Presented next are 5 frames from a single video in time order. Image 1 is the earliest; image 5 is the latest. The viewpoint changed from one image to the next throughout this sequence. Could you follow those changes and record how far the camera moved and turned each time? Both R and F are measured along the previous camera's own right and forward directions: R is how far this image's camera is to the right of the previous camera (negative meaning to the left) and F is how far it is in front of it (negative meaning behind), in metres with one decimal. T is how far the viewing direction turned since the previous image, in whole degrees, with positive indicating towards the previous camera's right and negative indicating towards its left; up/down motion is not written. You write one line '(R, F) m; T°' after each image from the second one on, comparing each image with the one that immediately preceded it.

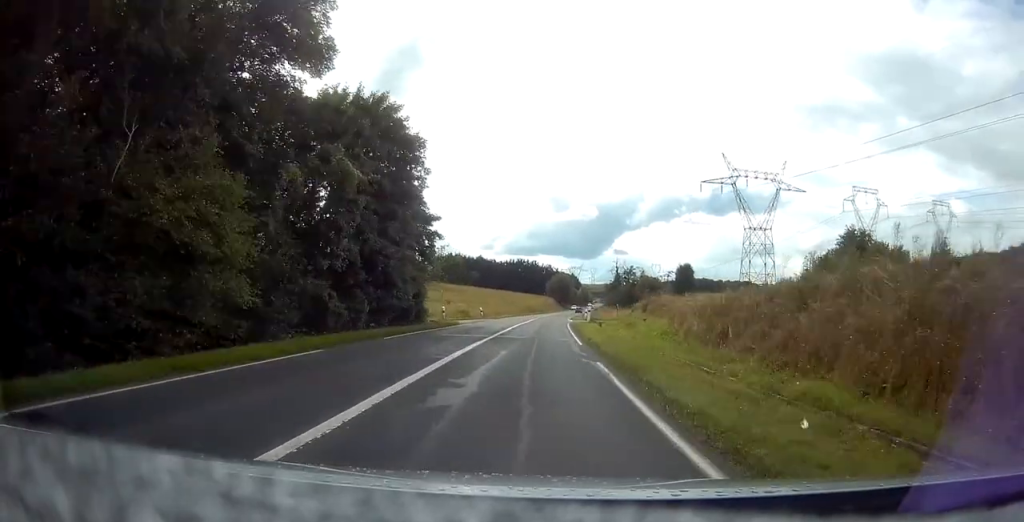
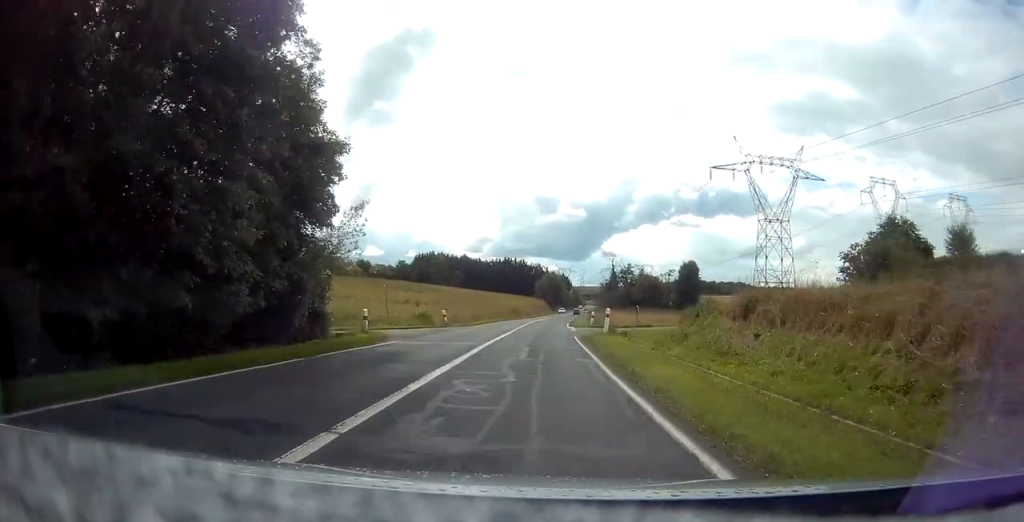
(+0.2, +18.3) m; +1°
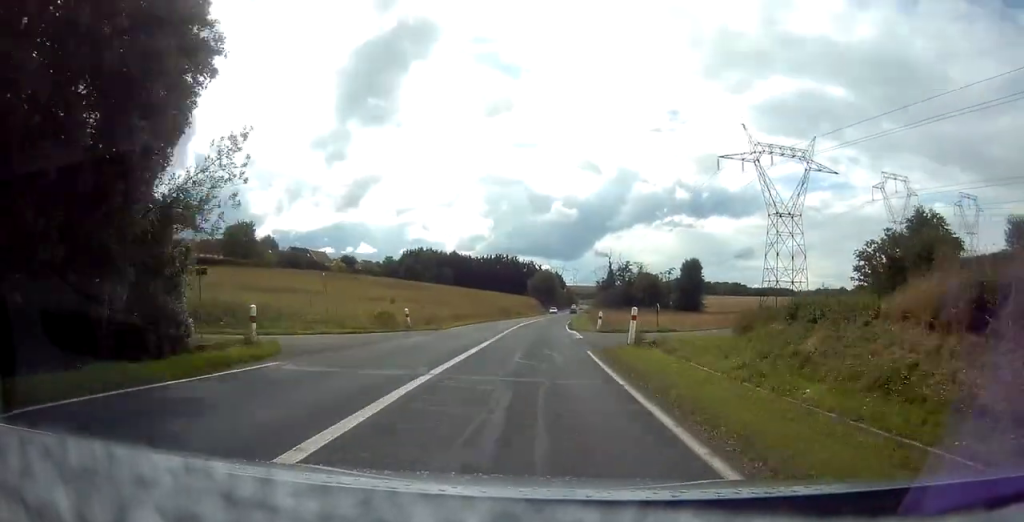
(0.0, +10.4) m; +1°
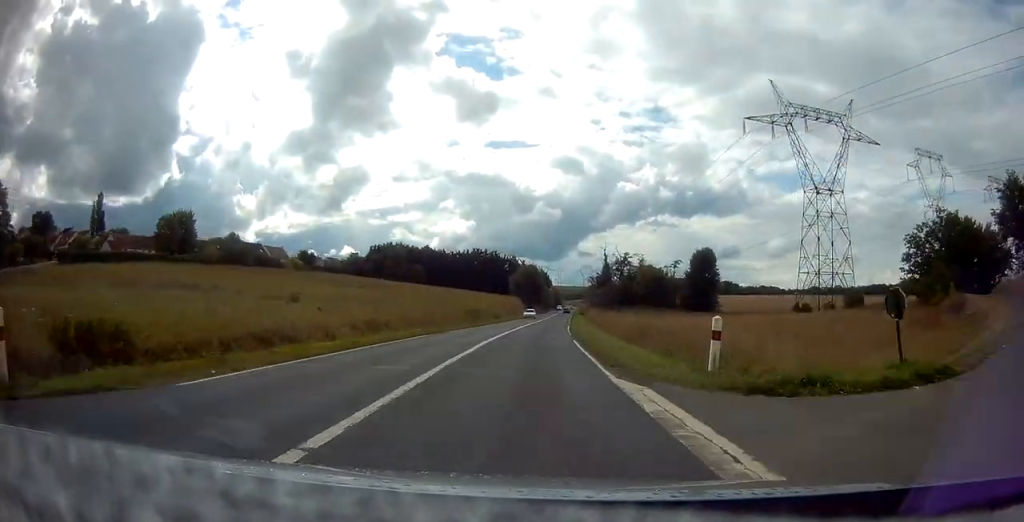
(+0.4, +26.4) m; +2°
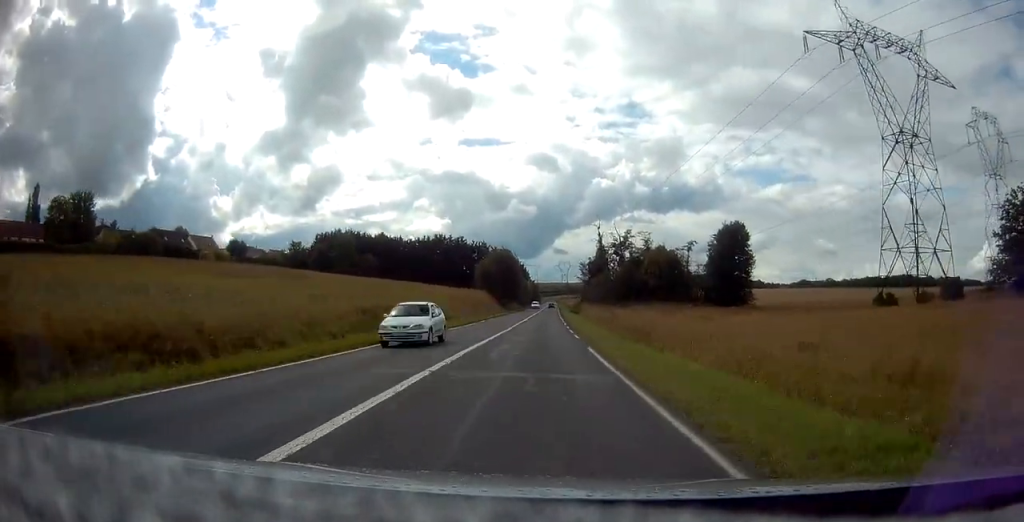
(+0.5, +34.4) m; +2°
